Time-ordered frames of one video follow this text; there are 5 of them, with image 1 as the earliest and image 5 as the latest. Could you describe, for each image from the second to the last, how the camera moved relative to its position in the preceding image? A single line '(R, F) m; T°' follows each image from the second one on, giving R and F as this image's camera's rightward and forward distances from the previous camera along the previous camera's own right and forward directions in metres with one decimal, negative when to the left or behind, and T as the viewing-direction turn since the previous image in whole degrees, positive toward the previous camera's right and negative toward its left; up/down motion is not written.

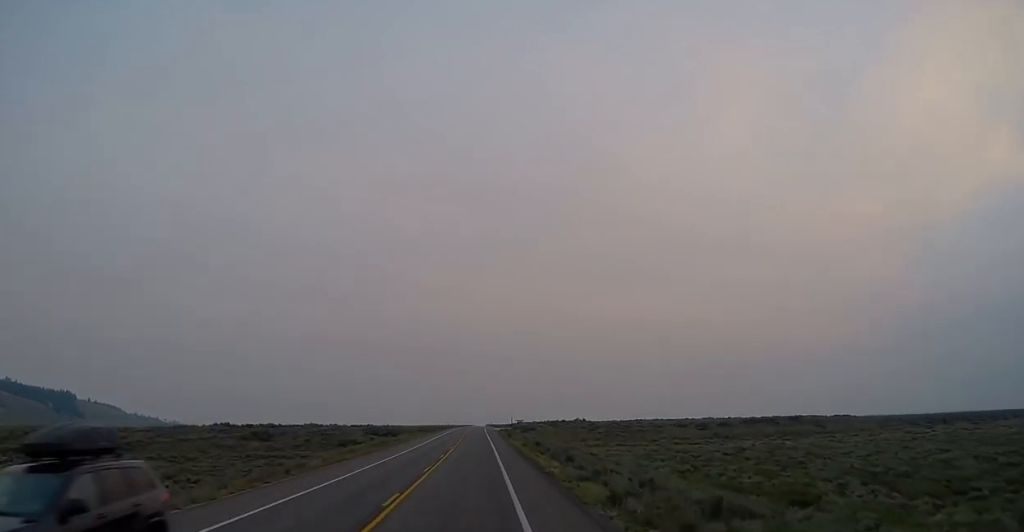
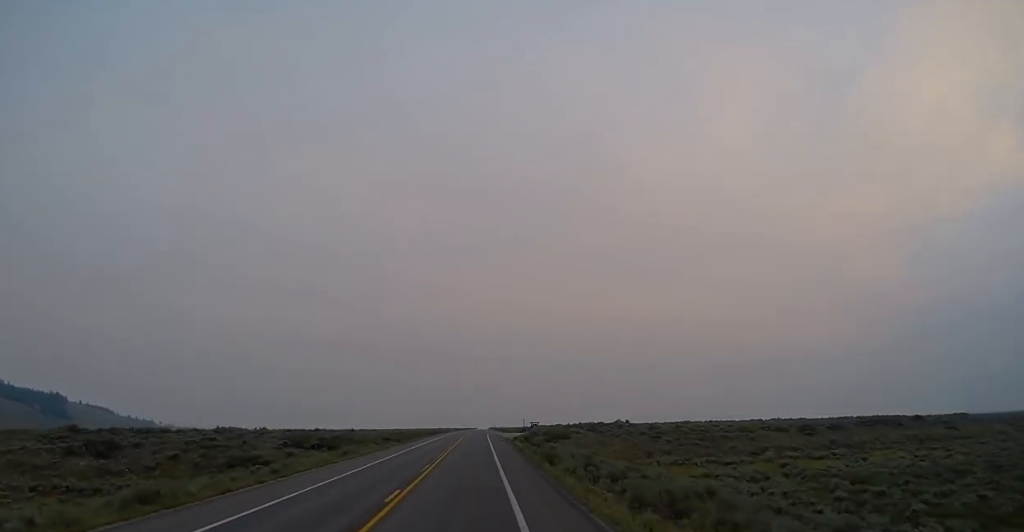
(+0.2, +48.9) m; 0°
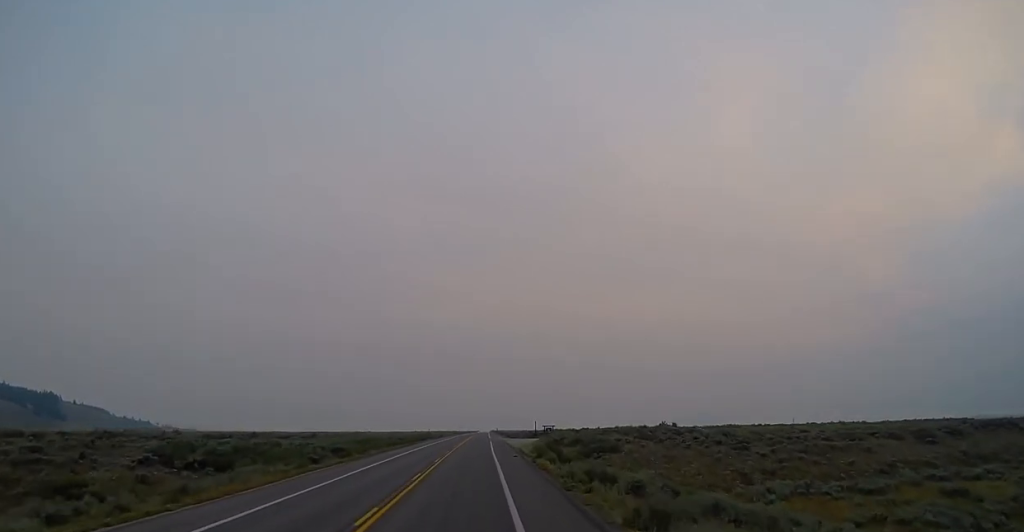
(0.0, +28.4) m; 0°
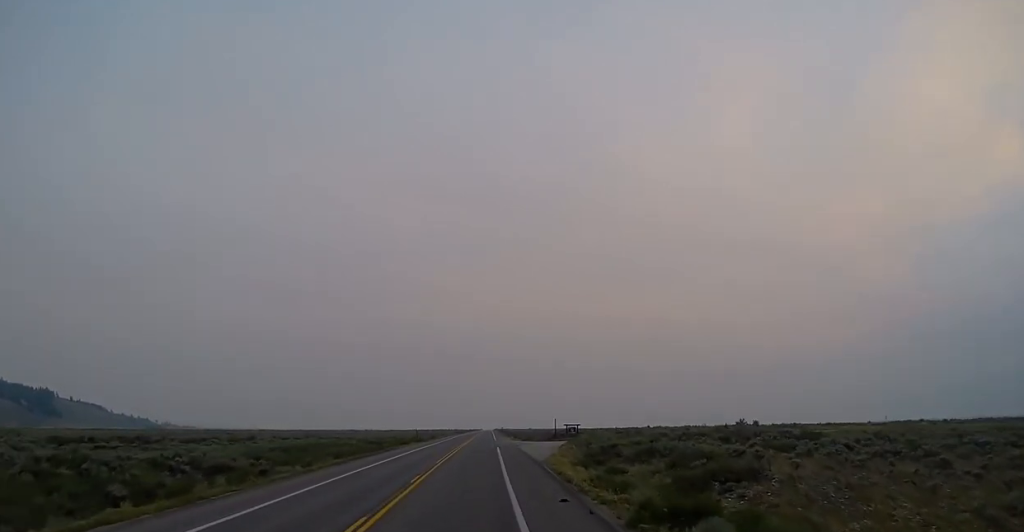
(-0.1, +25.7) m; 0°
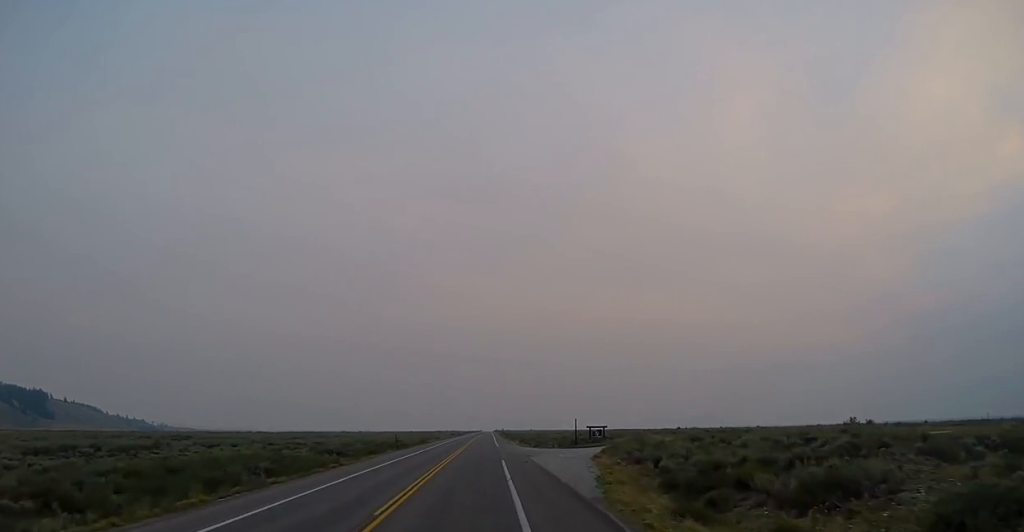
(0.0, +20.1) m; 0°
